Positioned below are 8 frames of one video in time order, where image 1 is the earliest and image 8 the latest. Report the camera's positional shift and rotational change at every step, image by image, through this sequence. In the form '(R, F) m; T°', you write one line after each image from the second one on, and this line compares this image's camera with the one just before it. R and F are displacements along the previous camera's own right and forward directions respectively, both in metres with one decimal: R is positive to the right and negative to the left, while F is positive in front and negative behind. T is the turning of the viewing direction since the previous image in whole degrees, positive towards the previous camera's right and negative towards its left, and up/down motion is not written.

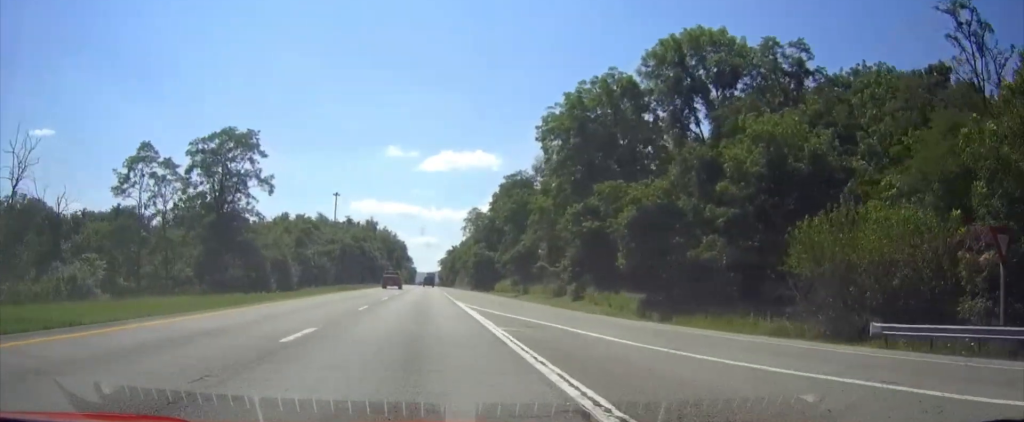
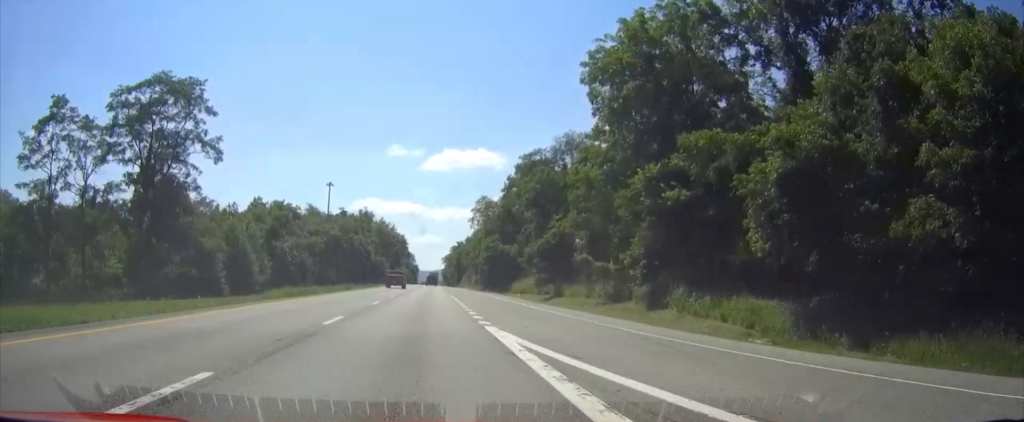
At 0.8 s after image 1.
(0.0, +19.7) m; 0°
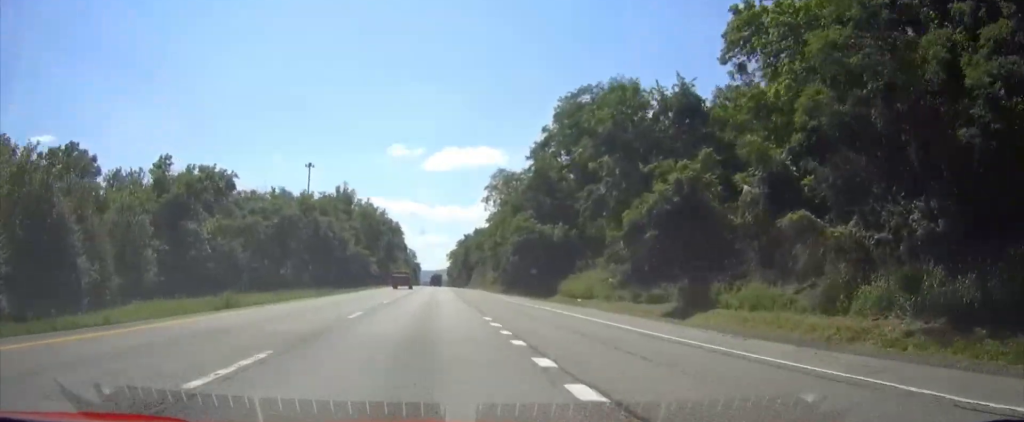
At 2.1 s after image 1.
(-0.1, +33.9) m; -1°
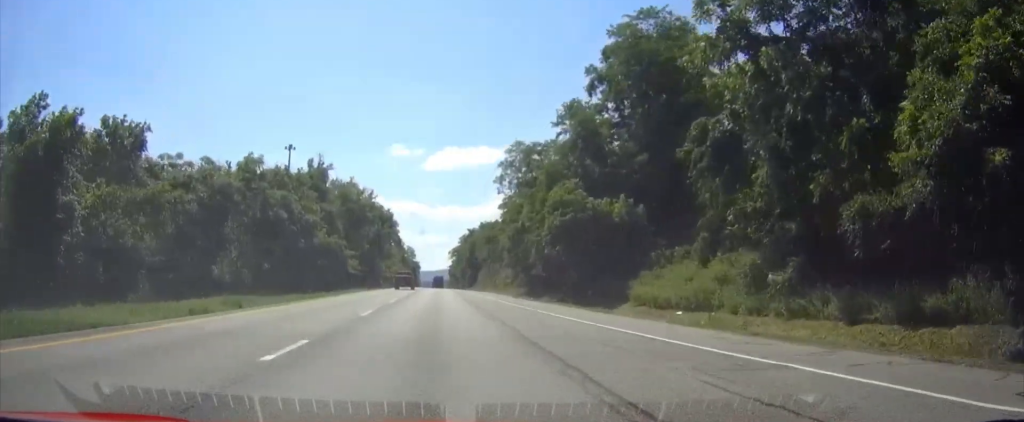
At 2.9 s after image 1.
(-0.1, +22.1) m; 0°
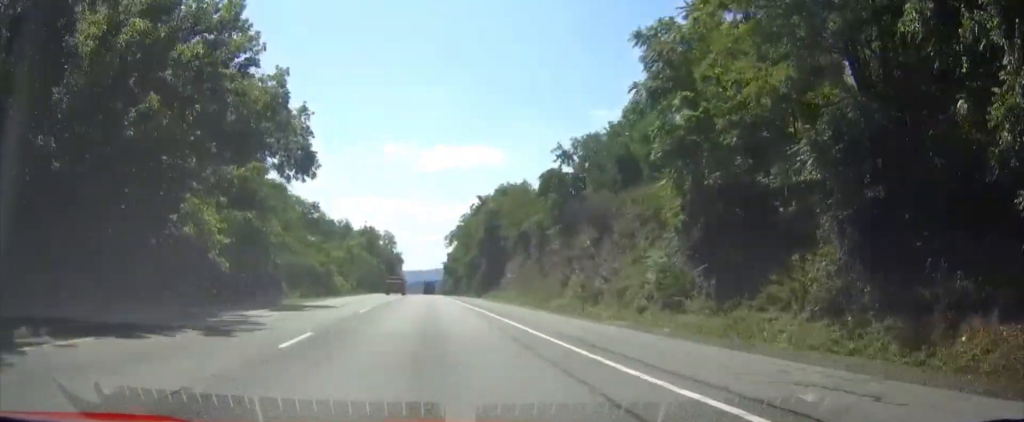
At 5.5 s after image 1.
(+0.4, +70.3) m; +1°
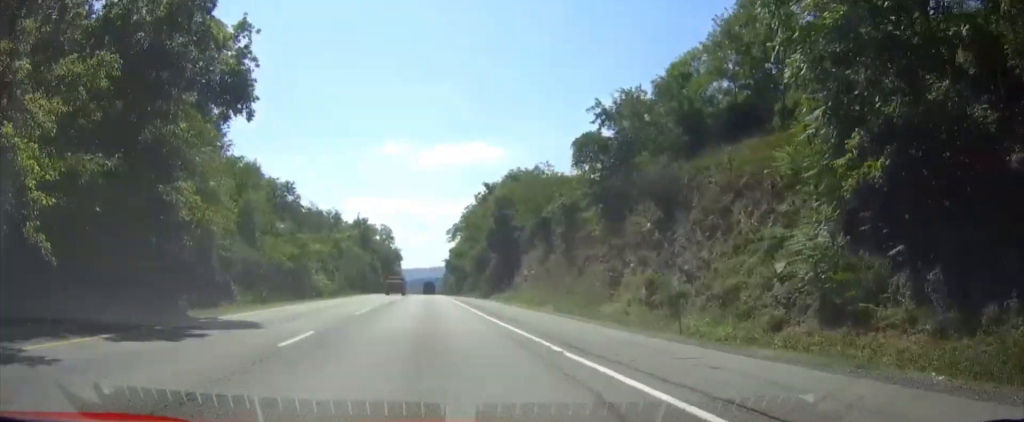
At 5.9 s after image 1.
(0.0, +12.1) m; 0°
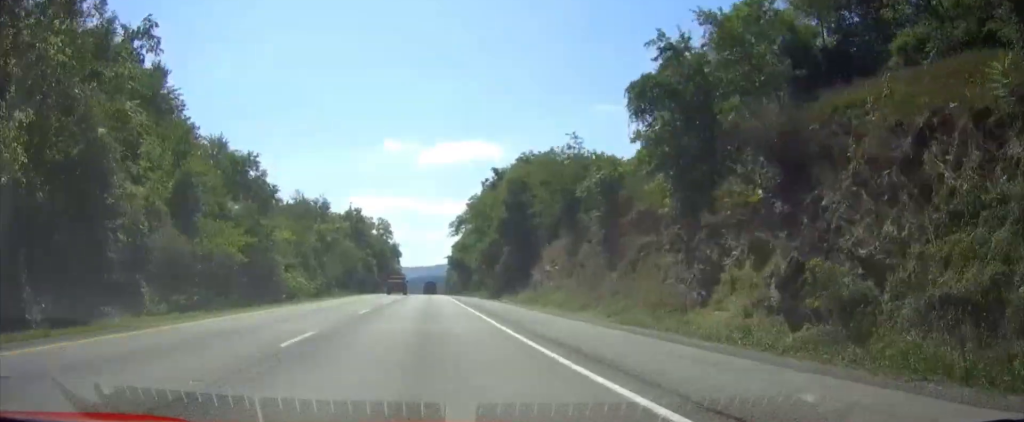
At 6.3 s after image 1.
(0.0, +11.3) m; 0°
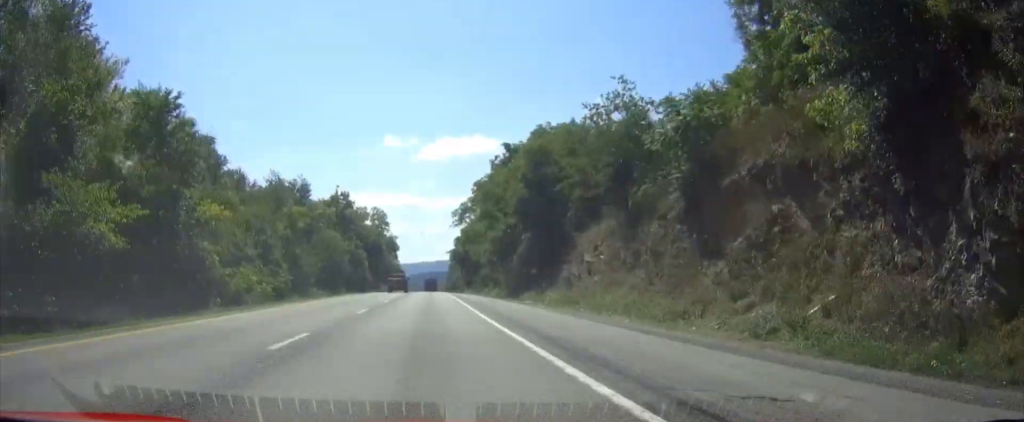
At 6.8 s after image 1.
(0.0, +13.2) m; 0°
